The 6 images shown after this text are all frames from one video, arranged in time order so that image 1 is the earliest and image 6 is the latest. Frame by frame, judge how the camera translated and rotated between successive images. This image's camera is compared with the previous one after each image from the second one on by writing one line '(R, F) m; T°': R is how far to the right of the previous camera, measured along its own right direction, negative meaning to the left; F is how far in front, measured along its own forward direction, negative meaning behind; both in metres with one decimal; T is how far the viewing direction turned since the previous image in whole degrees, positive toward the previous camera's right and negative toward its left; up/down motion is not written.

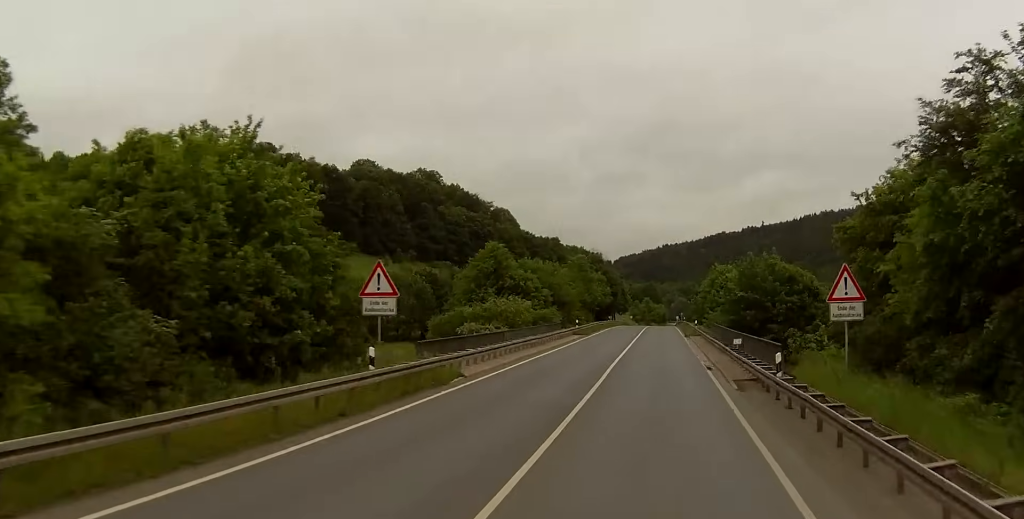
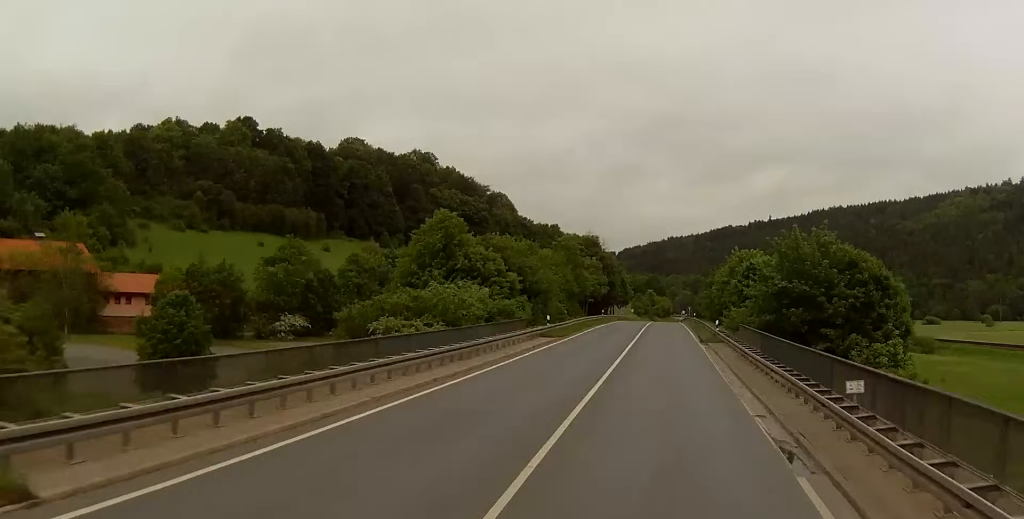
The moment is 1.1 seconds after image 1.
(+0.3, +21.0) m; -1°
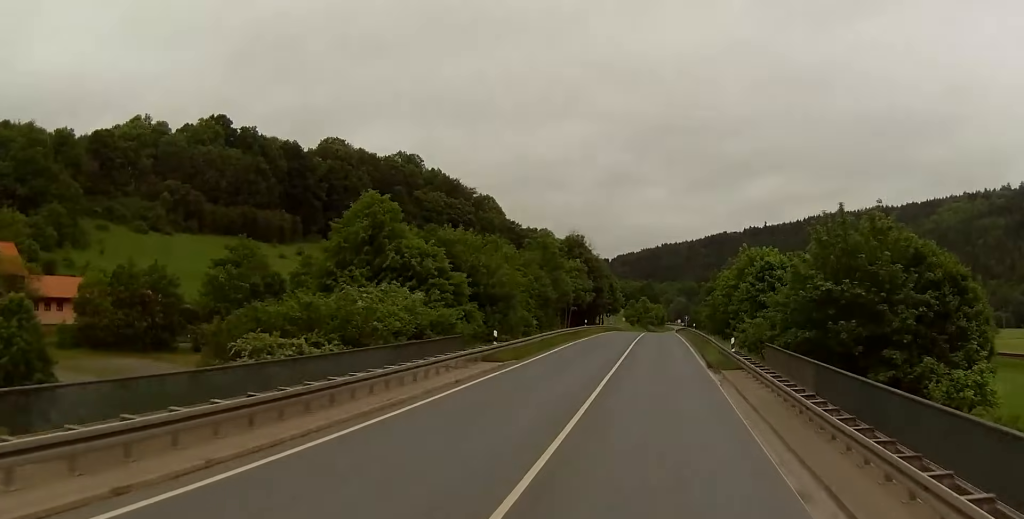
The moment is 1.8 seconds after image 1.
(-0.3, +14.5) m; -1°
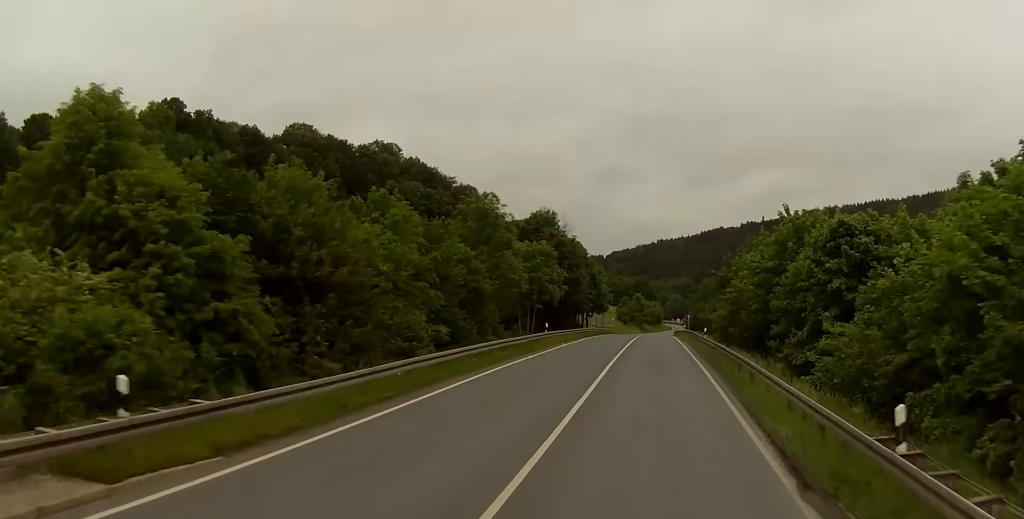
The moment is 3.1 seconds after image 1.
(+0.2, +25.6) m; +2°
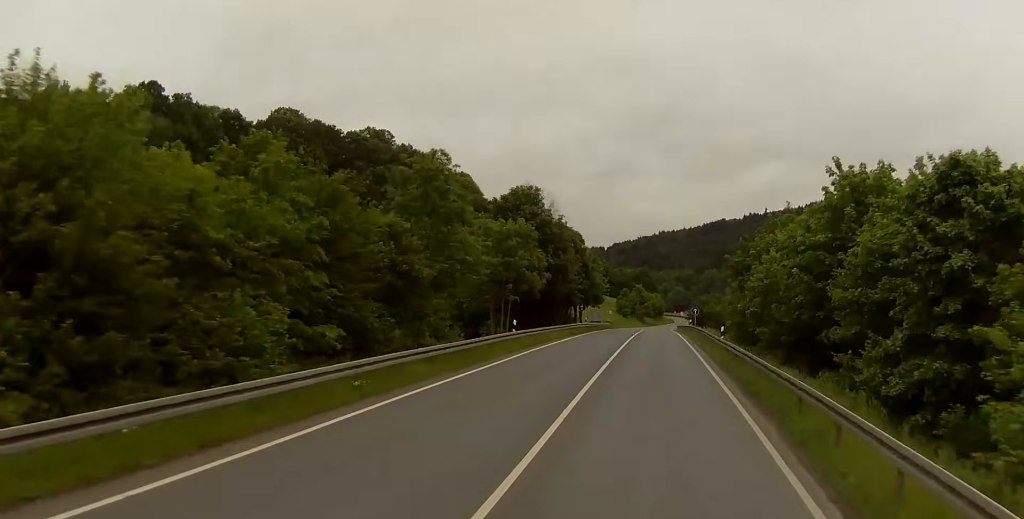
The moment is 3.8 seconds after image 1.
(+0.4, +13.1) m; 0°
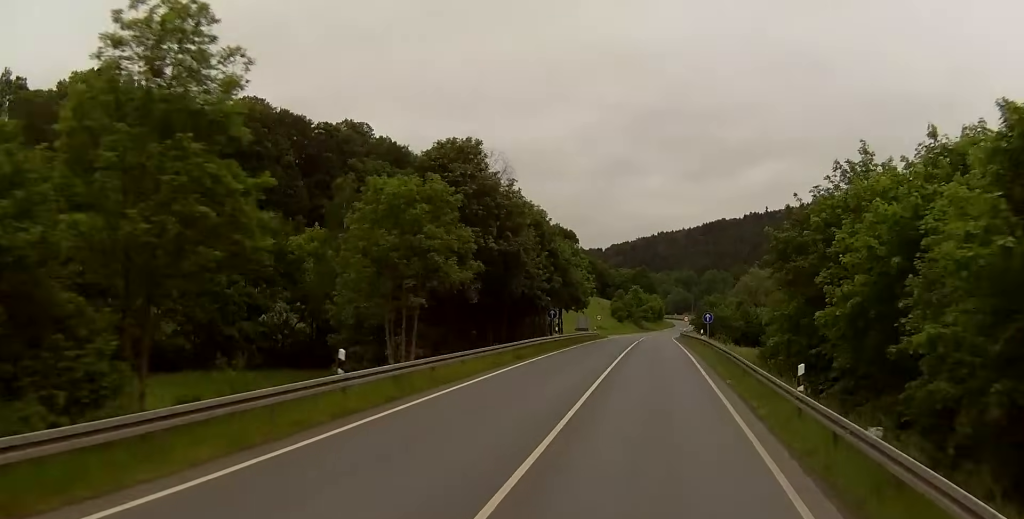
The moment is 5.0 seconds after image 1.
(-0.5, +23.7) m; 0°
